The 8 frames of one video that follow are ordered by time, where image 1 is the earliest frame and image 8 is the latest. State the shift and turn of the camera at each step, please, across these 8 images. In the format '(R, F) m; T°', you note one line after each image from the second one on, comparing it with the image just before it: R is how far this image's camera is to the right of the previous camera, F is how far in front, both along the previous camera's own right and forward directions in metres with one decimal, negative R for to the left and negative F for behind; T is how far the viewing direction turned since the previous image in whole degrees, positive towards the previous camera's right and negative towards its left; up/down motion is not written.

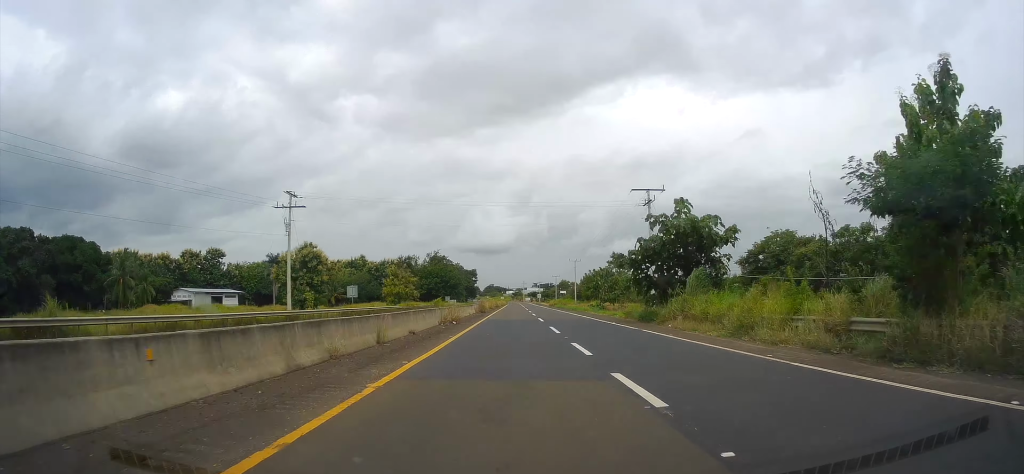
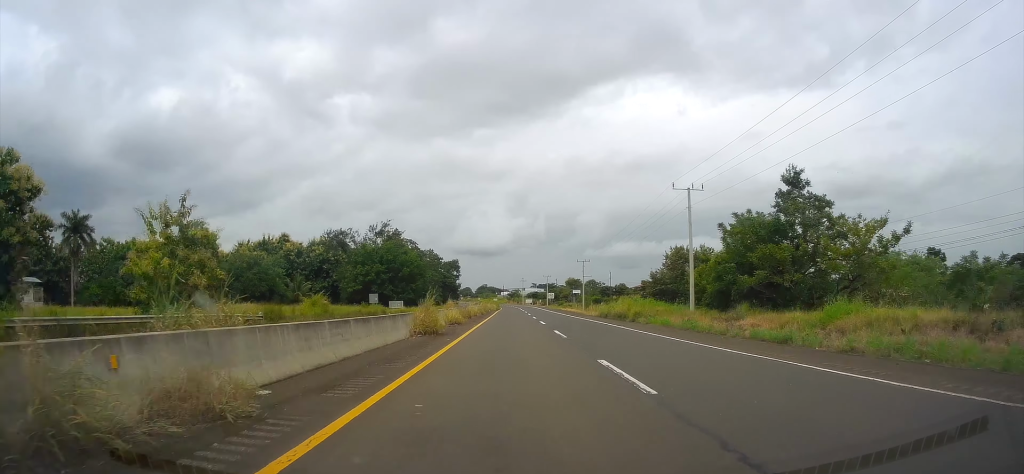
(-0.2, +81.8) m; 0°
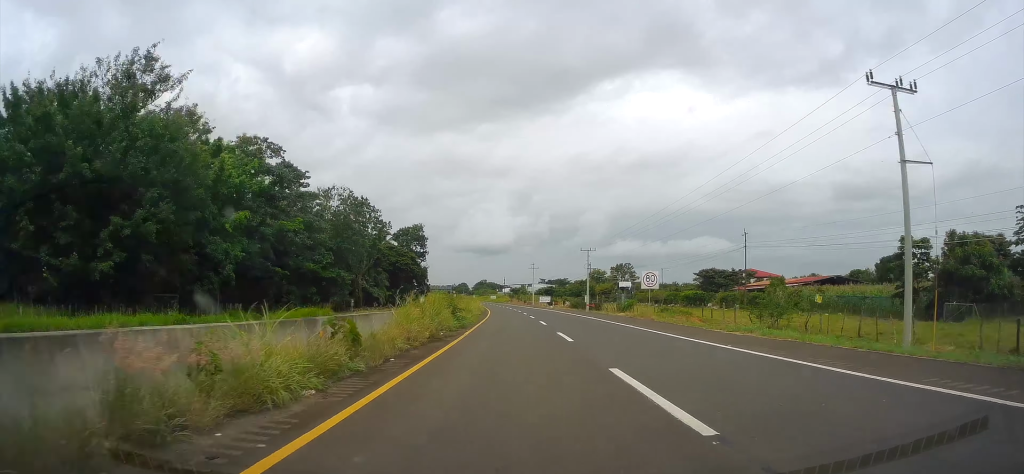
(0.0, +93.5) m; 0°
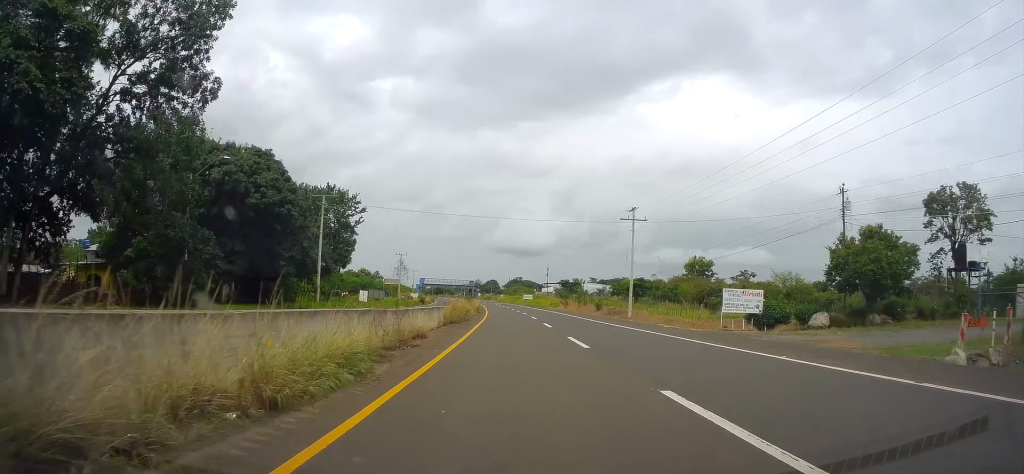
(-1.4, +105.2) m; -3°
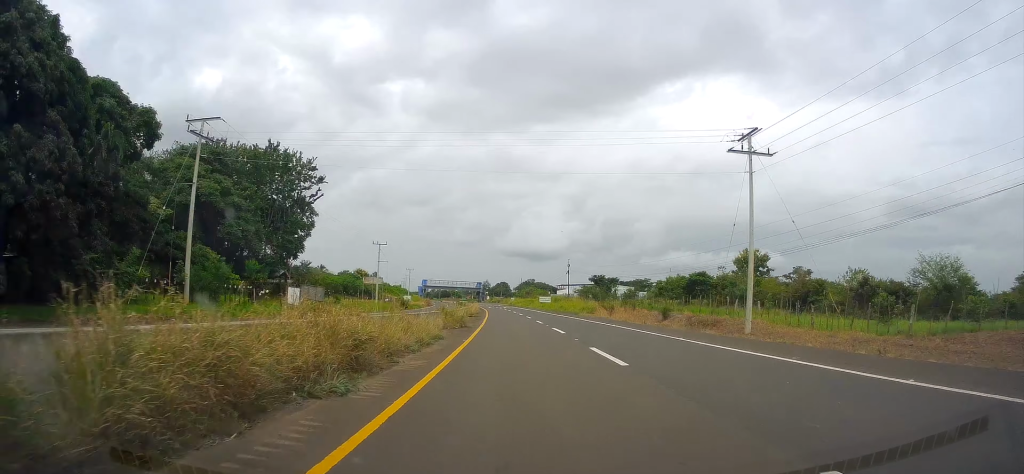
(-0.7, +29.9) m; -1°
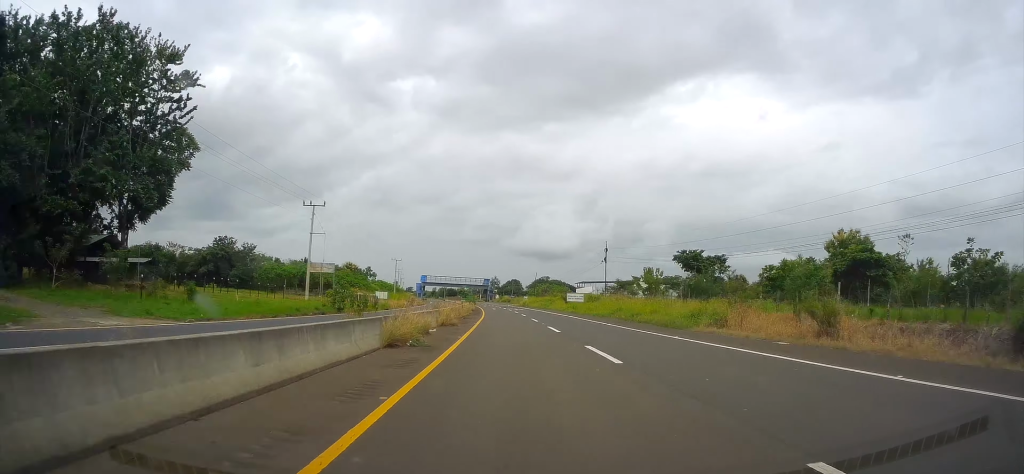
(-0.3, +38.1) m; -1°
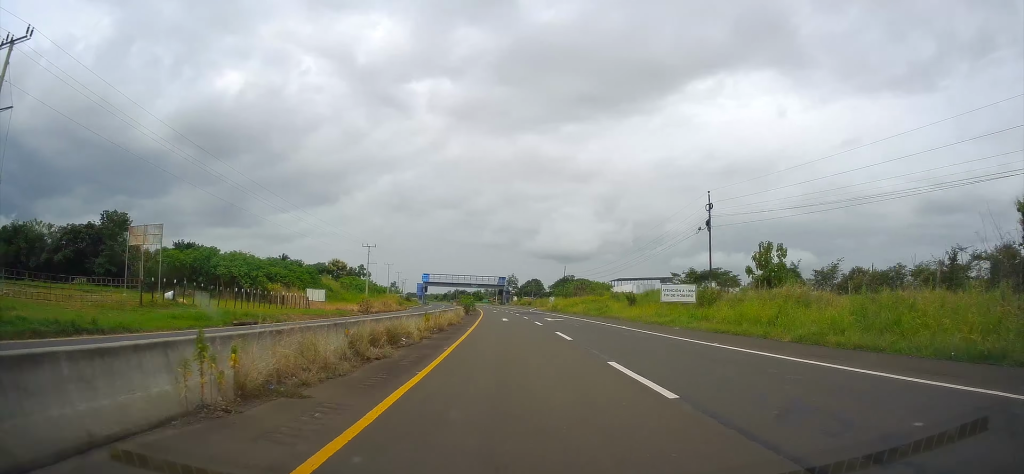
(-0.6, +43.6) m; -2°
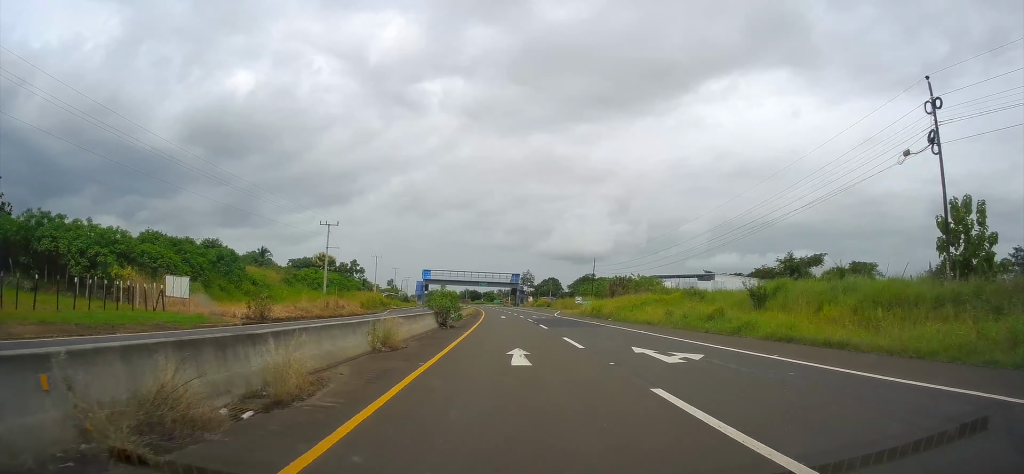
(-0.1, +30.0) m; -1°
